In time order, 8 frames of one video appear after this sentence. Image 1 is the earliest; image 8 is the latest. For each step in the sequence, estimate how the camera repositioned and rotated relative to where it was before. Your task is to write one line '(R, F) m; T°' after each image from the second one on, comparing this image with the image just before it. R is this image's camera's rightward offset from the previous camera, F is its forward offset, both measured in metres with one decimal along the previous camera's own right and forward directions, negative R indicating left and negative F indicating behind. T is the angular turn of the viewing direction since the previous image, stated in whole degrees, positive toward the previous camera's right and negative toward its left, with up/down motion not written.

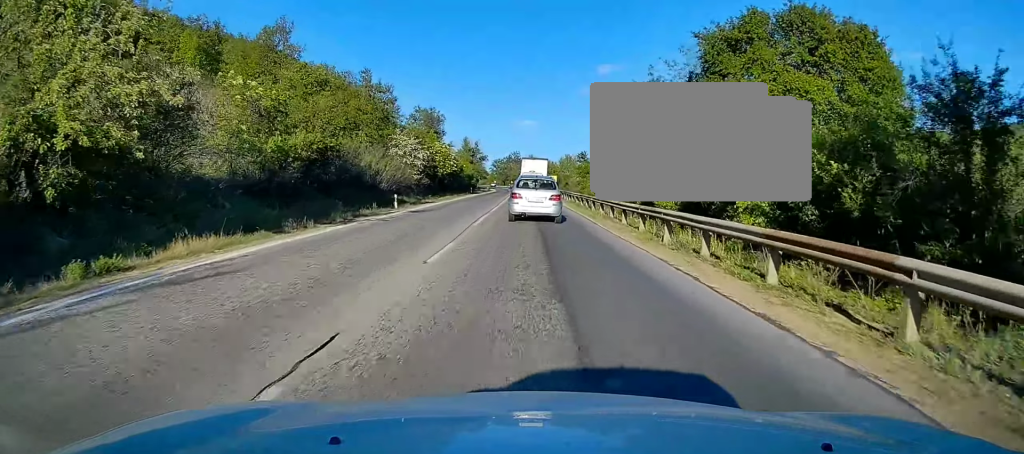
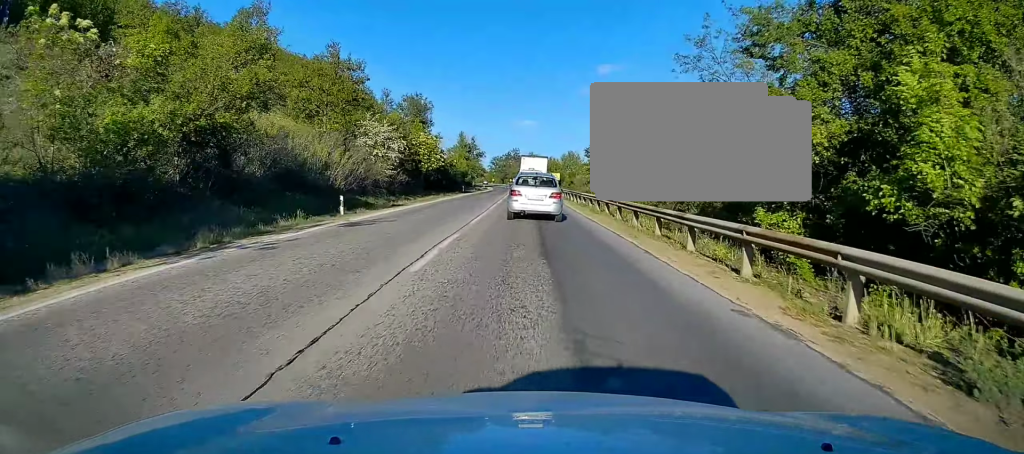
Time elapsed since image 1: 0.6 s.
(+0.2, +10.1) m; +1°
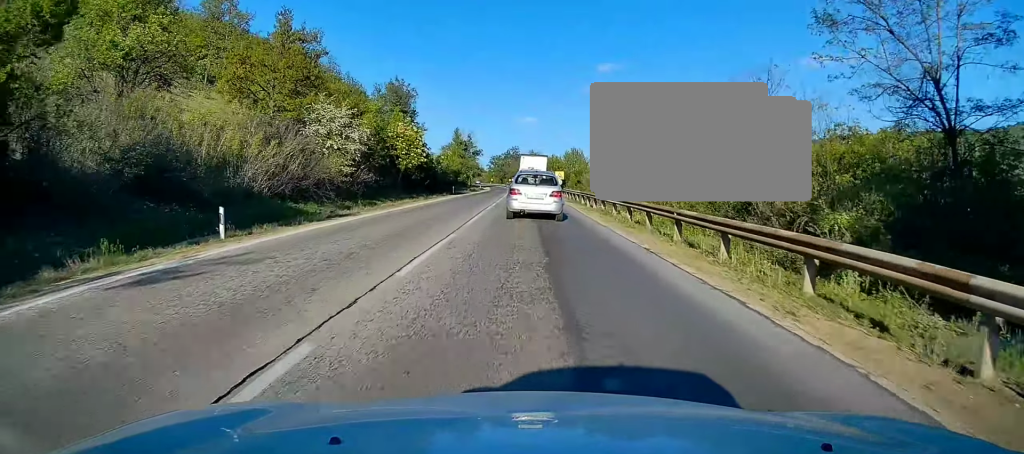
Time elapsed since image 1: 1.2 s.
(+0.1, +10.1) m; +1°
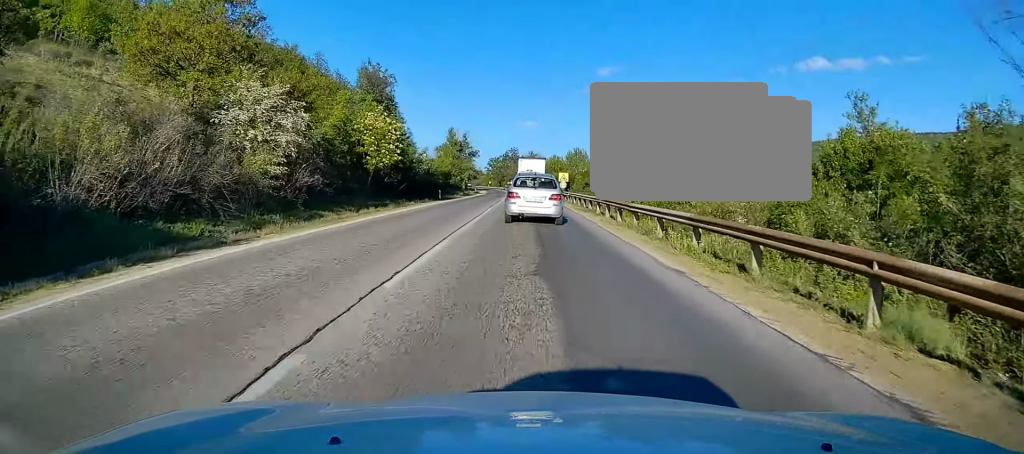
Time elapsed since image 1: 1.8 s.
(0.0, +9.6) m; 0°
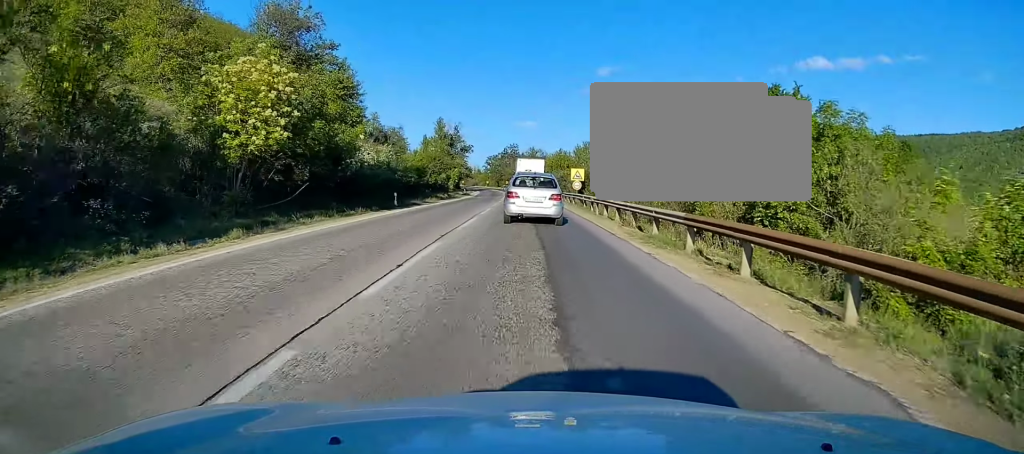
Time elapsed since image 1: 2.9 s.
(0.0, +18.8) m; 0°
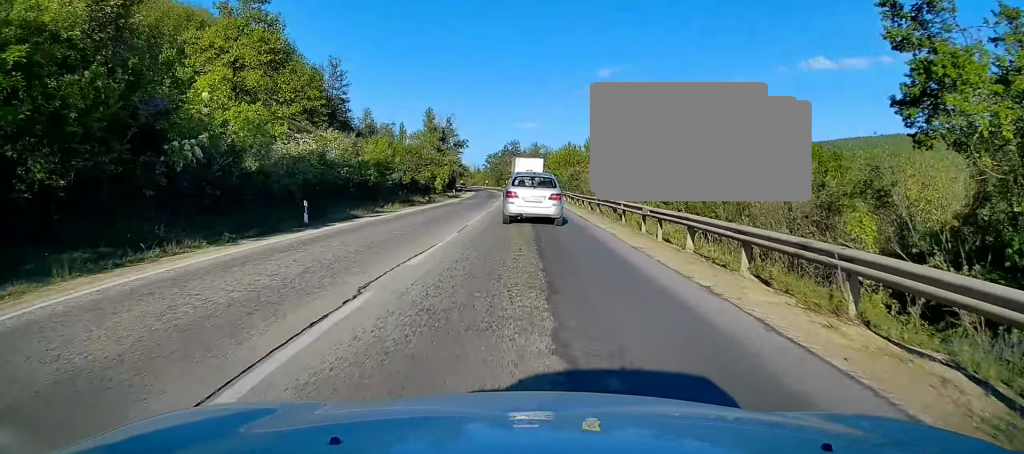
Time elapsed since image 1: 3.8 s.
(0.0, +15.1) m; -1°
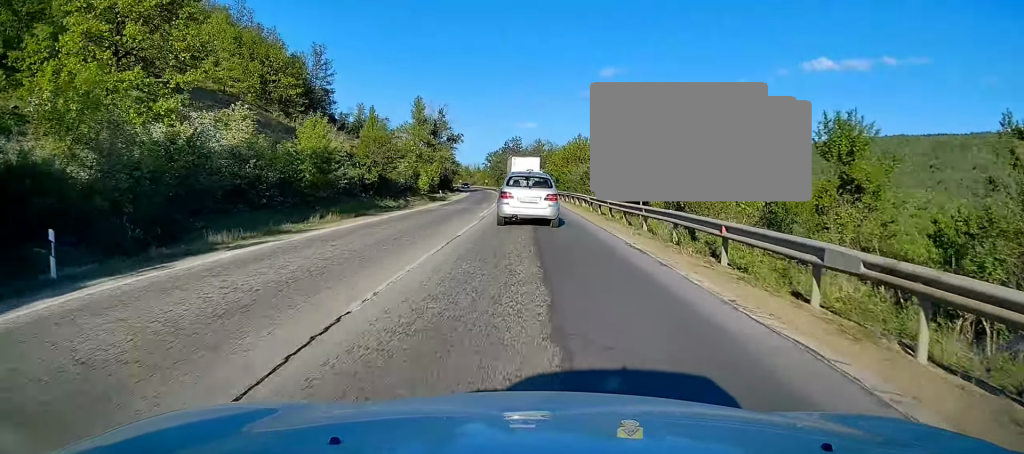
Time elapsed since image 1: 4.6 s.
(-0.2, +12.3) m; 0°
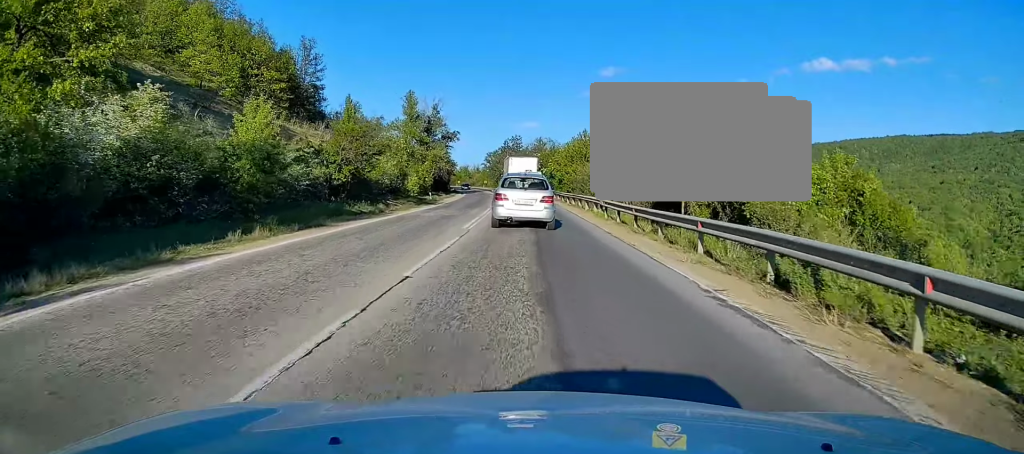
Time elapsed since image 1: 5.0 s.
(-0.2, +6.4) m; 0°
